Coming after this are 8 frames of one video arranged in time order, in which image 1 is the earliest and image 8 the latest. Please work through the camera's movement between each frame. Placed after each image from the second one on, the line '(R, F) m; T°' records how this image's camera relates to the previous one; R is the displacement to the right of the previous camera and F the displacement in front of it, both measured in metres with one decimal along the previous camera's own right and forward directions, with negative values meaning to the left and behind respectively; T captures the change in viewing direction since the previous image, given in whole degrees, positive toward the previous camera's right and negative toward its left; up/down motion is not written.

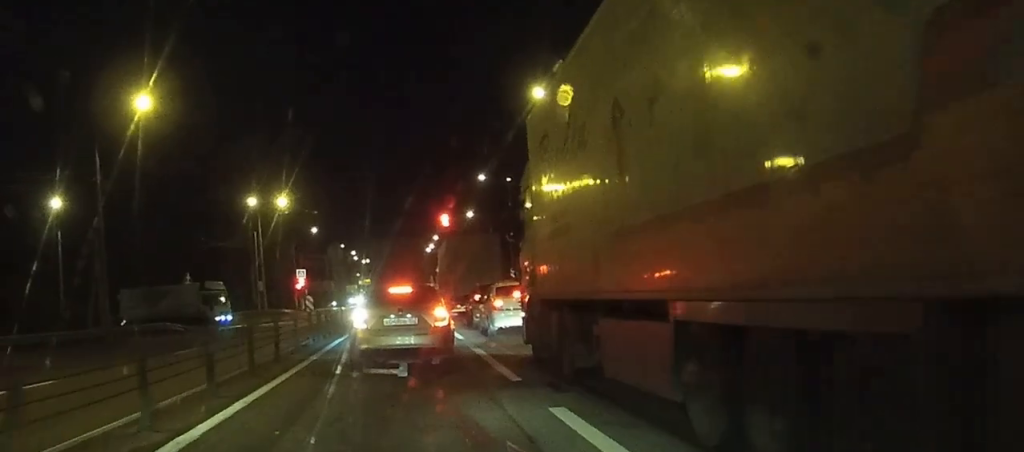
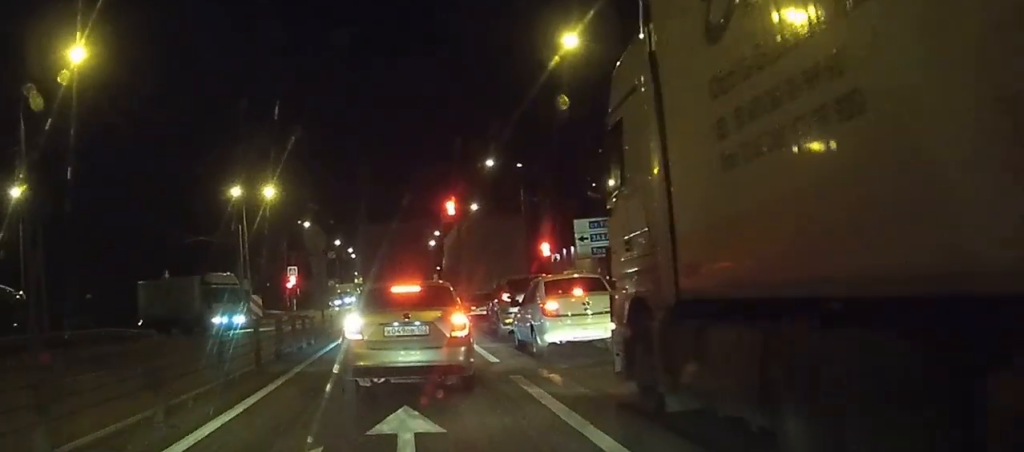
(0.0, +8.3) m; -1°
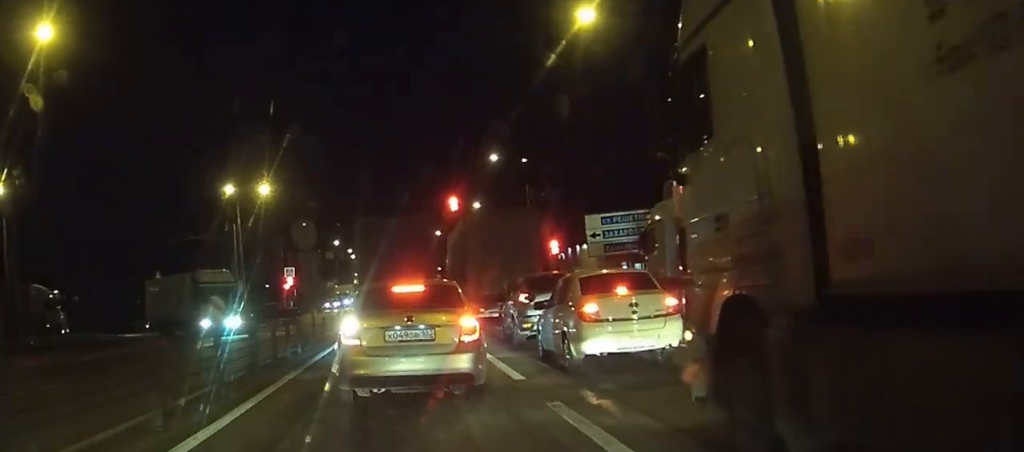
(0.0, +3.3) m; -1°
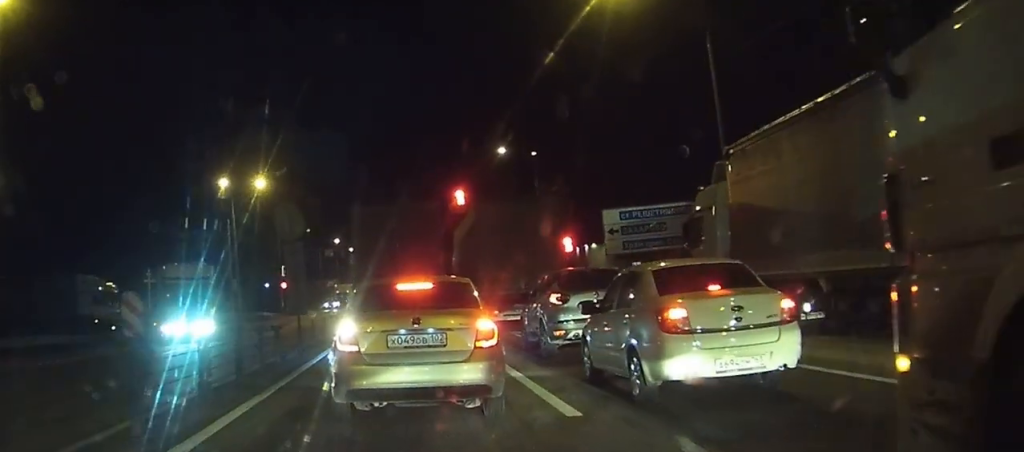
(0.0, +3.8) m; 0°
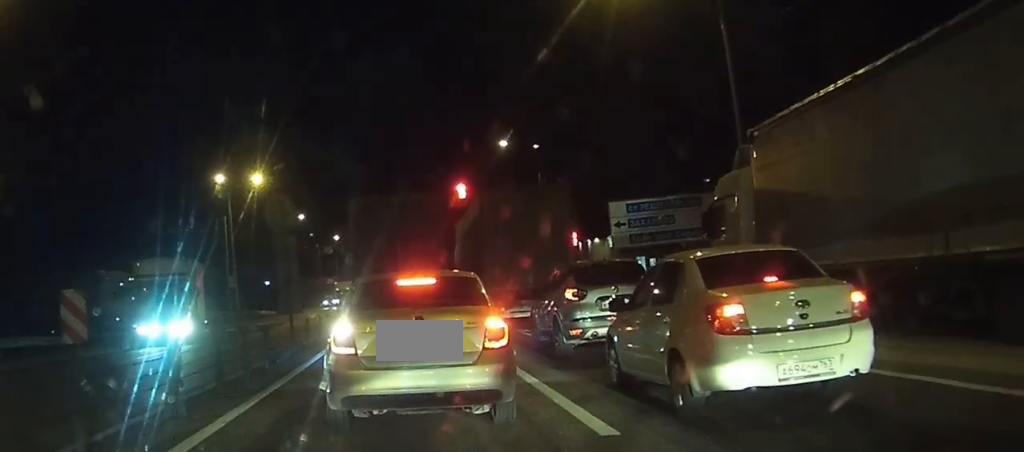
(0.0, +1.5) m; 0°
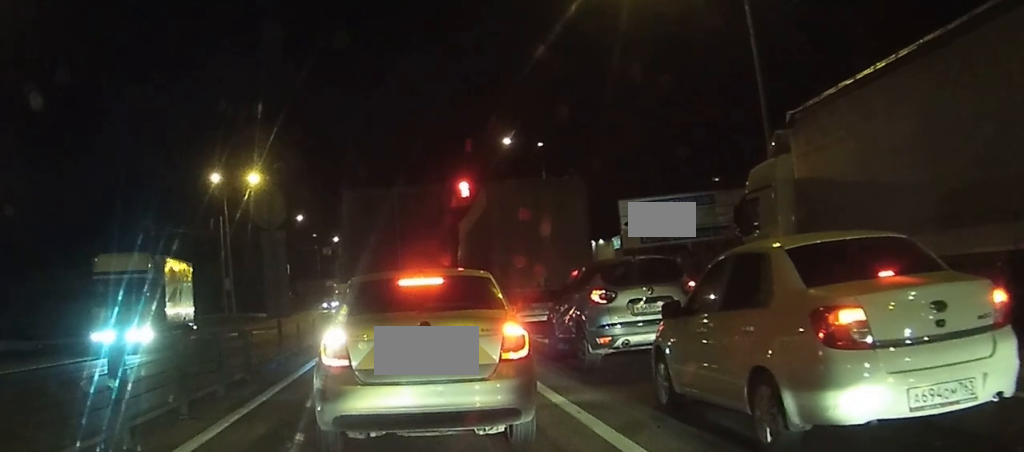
(0.0, +1.8) m; -1°
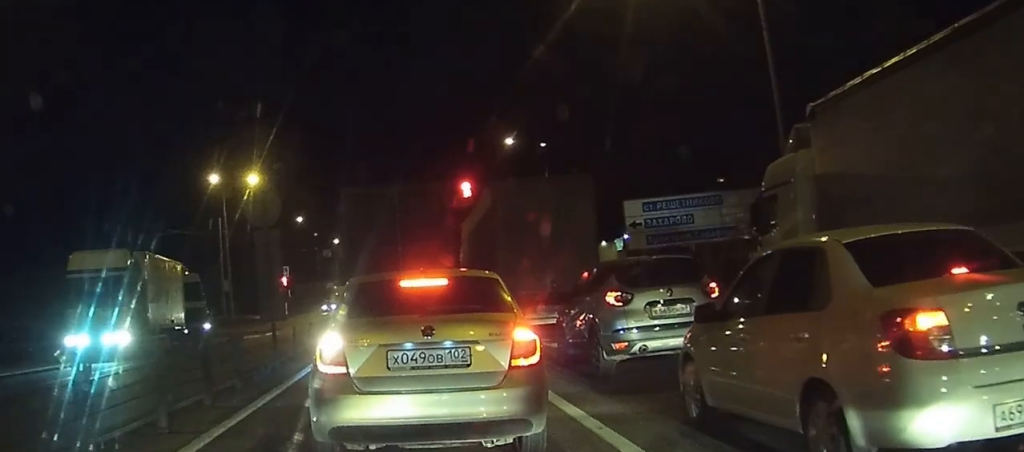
(0.0, +0.7) m; 0°
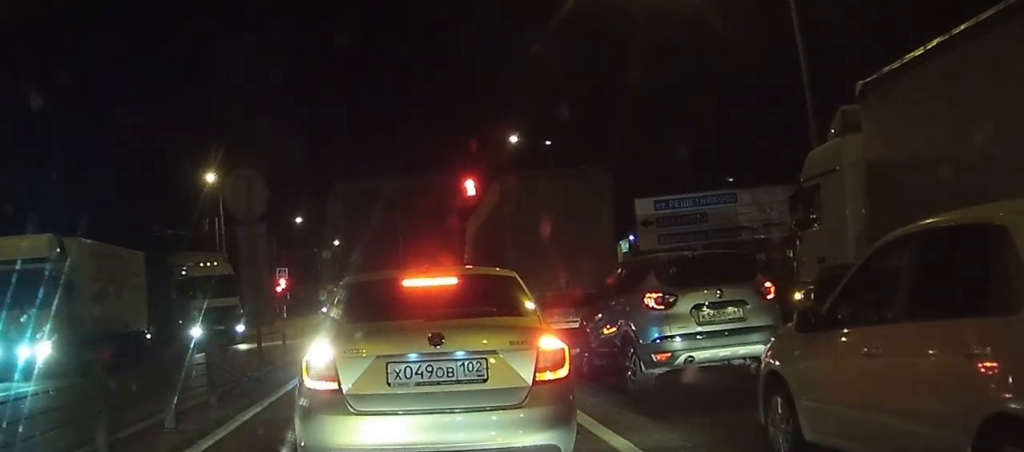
(0.0, +1.5) m; 0°
